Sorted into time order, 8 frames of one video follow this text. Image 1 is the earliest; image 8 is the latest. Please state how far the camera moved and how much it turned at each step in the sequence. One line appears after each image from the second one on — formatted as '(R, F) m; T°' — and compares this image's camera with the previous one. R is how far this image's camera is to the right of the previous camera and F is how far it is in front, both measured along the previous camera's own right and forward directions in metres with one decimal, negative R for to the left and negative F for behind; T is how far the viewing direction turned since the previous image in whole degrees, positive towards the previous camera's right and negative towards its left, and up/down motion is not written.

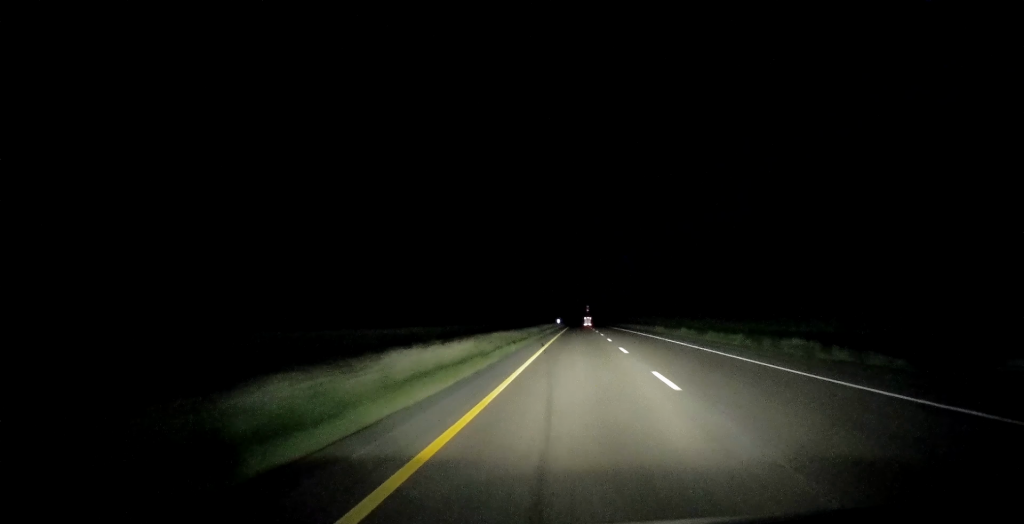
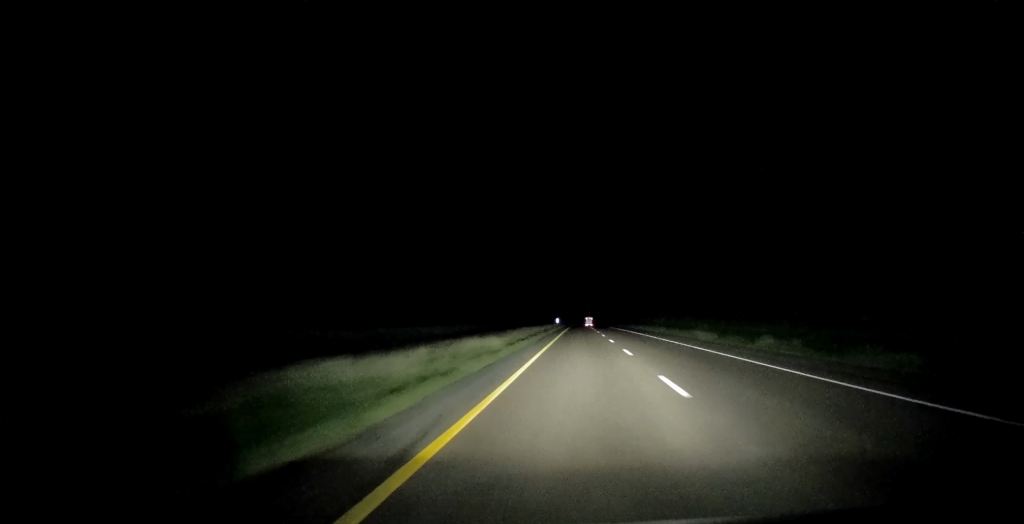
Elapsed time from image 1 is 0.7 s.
(-0.1, +25.1) m; 0°
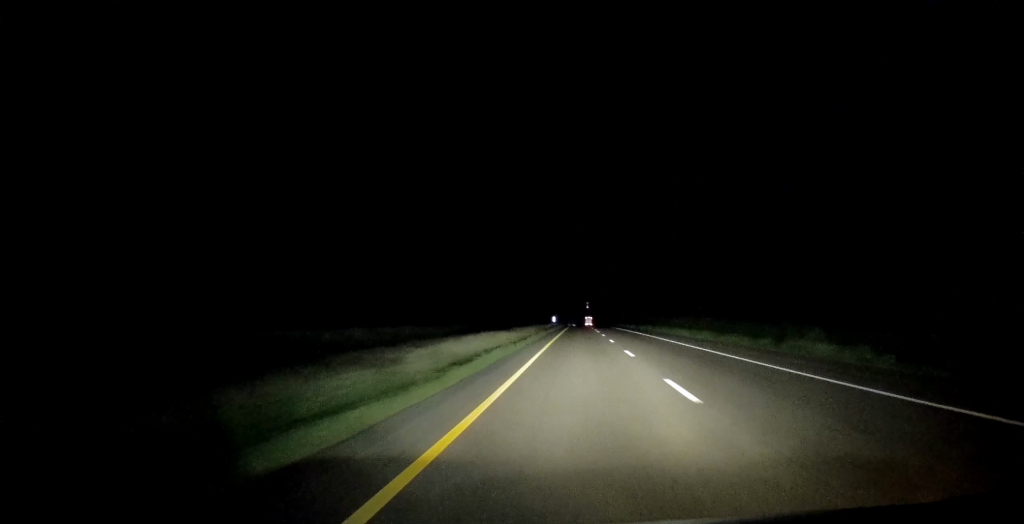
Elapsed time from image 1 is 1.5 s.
(-0.2, +25.1) m; 0°
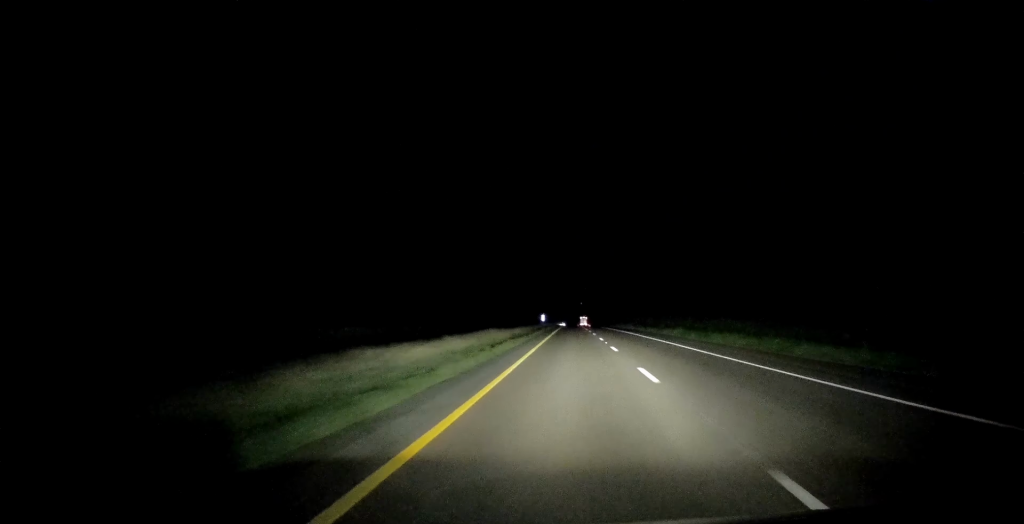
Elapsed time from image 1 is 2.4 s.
(+0.5, +33.1) m; 0°
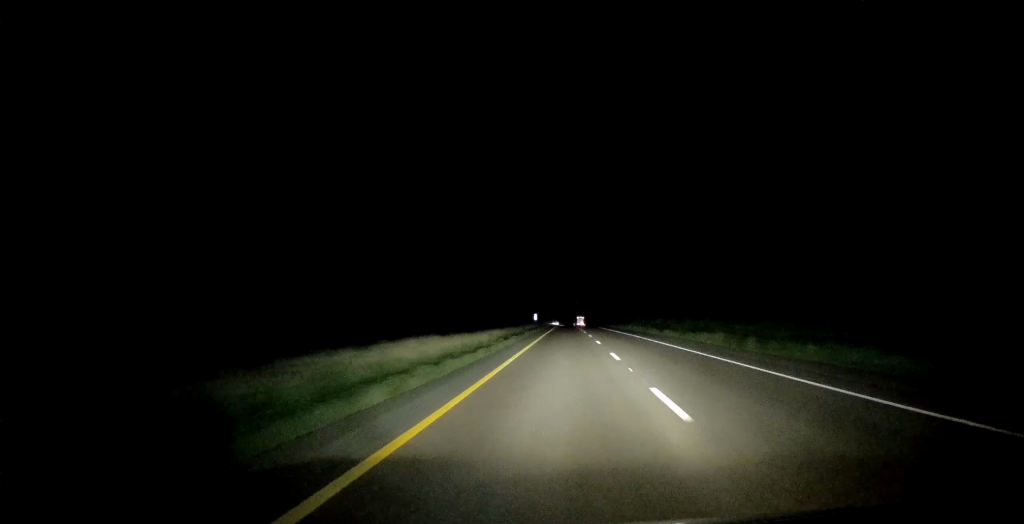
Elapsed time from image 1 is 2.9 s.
(-0.3, +17.1) m; 0°
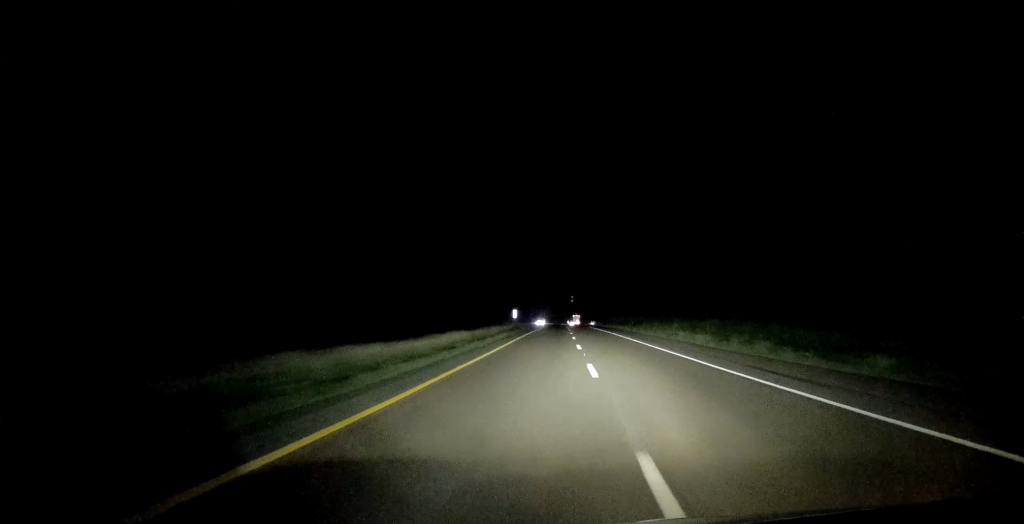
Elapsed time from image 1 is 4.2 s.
(+0.1, +42.4) m; +1°
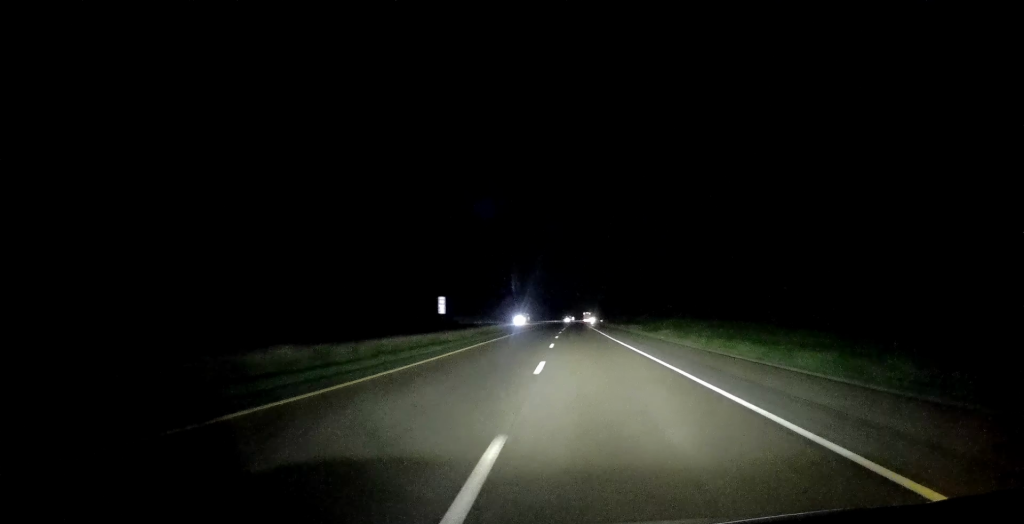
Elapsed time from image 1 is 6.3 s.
(+0.2, +72.2) m; +1°
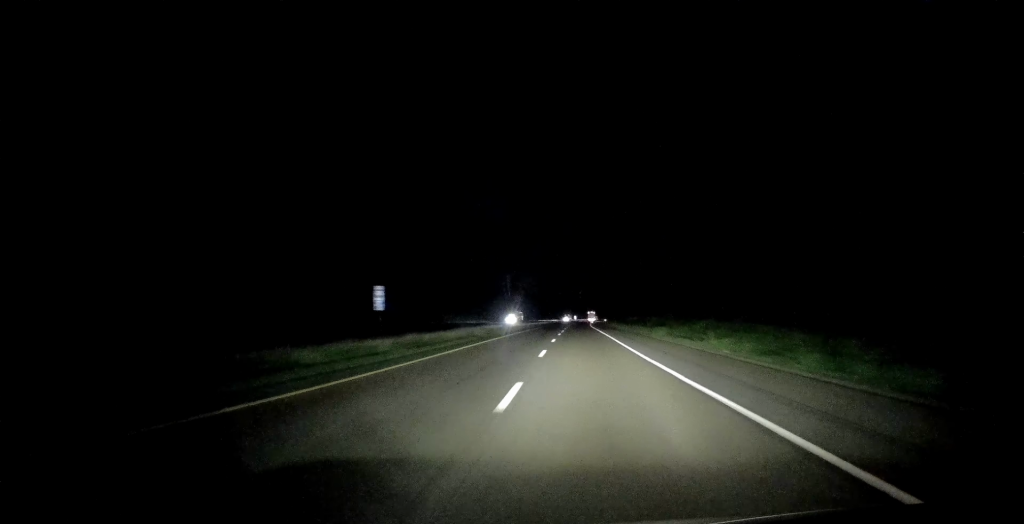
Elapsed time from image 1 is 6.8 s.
(+0.3, +18.3) m; 0°
